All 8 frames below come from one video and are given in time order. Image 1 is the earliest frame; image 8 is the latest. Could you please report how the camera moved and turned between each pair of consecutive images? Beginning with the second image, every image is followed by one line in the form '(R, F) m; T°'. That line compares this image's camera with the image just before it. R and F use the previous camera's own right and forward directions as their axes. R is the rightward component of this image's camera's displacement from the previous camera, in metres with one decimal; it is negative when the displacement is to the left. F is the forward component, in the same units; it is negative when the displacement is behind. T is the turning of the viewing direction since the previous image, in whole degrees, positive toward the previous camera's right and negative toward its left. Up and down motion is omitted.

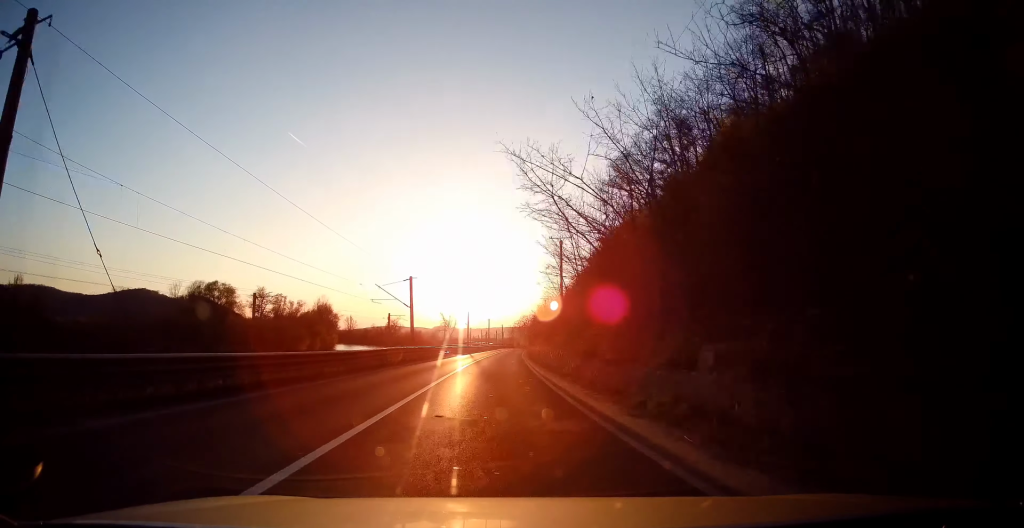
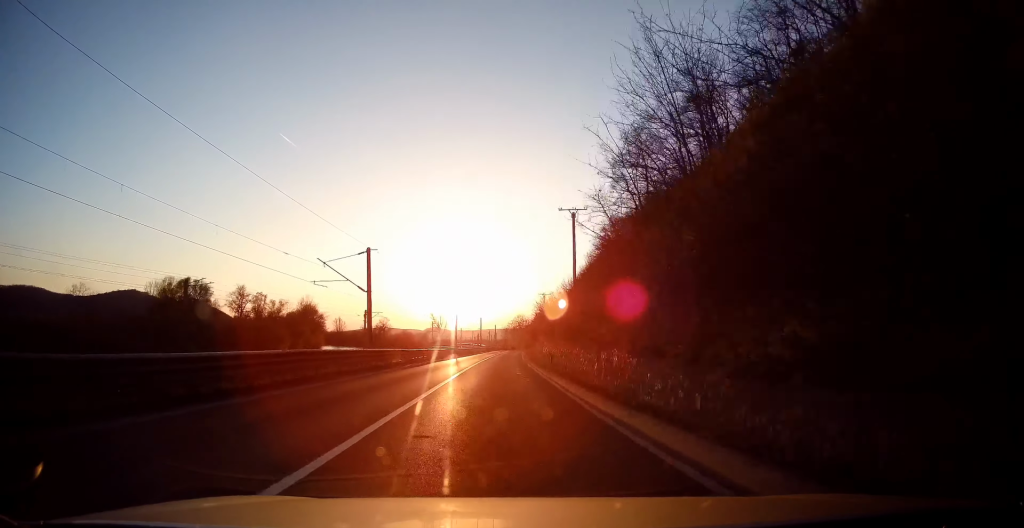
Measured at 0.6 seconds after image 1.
(0.0, +15.5) m; +1°
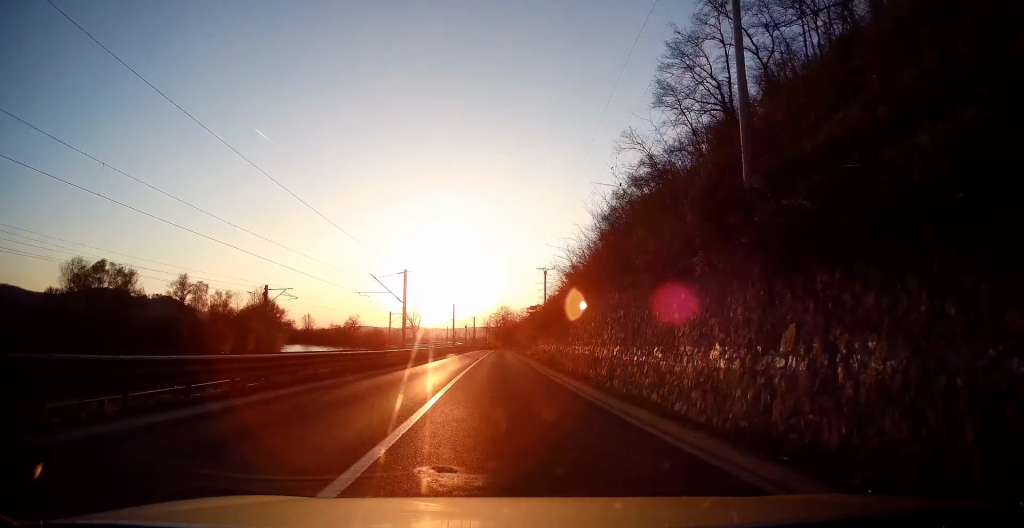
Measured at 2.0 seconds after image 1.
(+0.7, +38.3) m; +2°
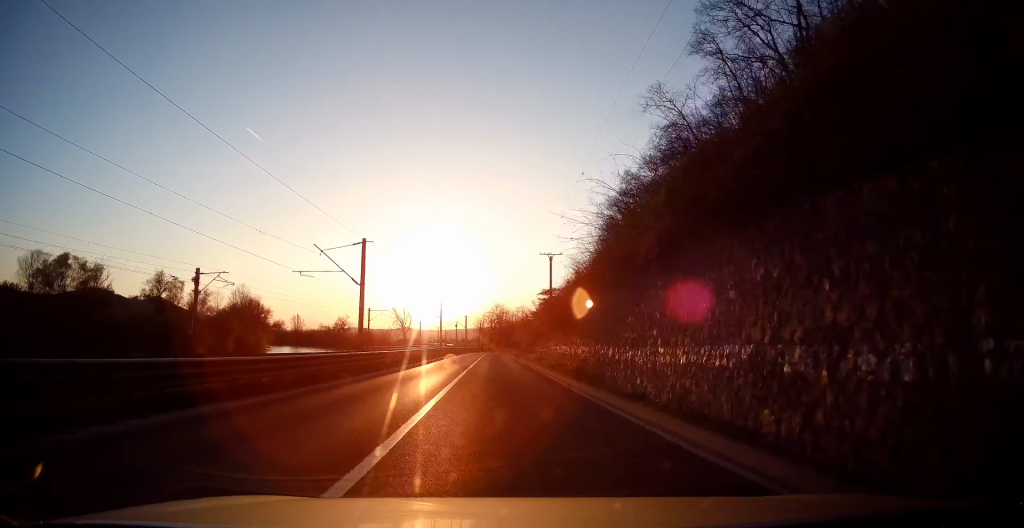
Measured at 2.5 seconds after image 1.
(0.0, +14.6) m; +1°
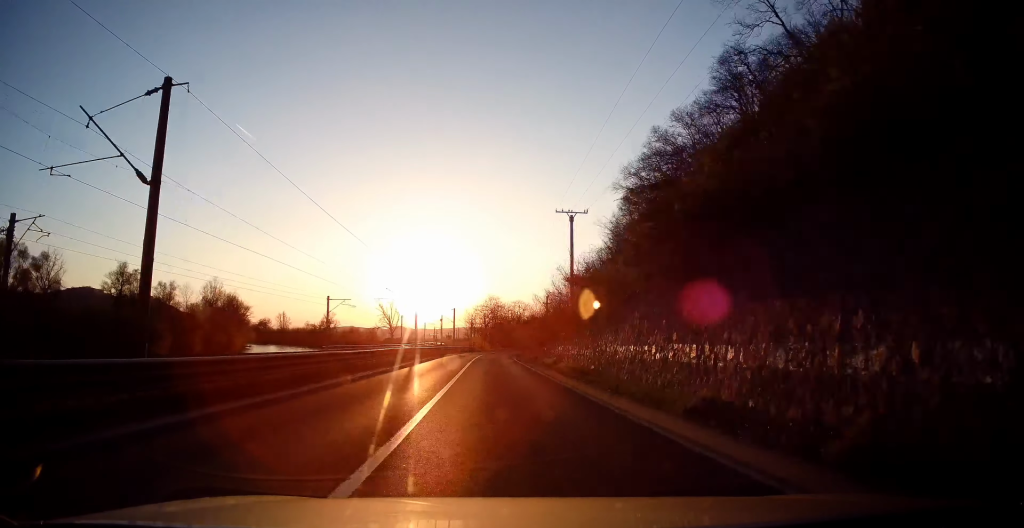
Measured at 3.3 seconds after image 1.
(+0.1, +21.9) m; +1°
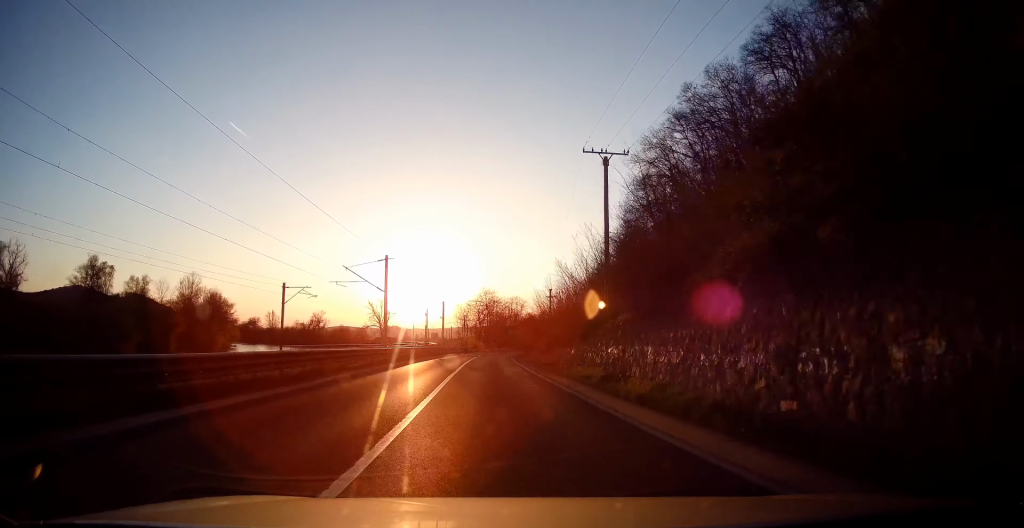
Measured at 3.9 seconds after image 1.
(+0.2, +15.5) m; +1°
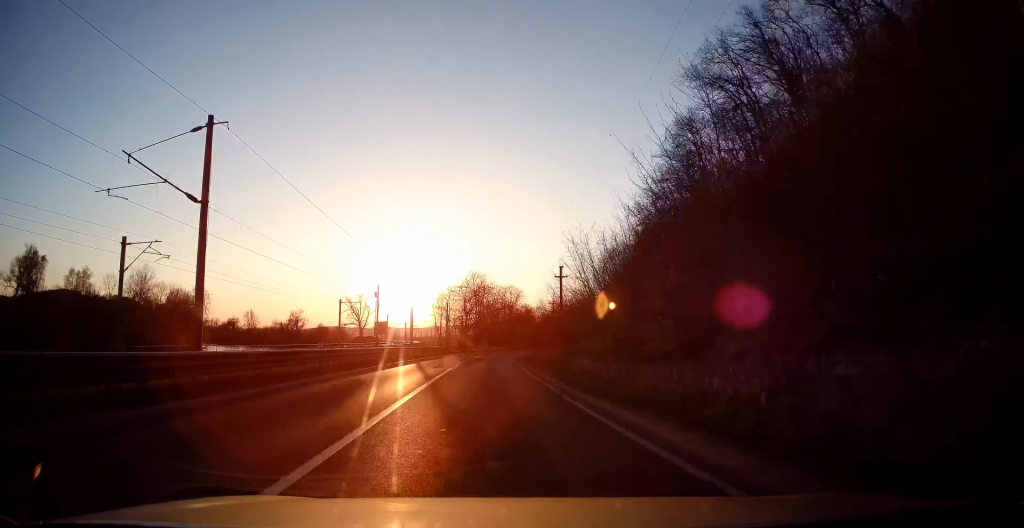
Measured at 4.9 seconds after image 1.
(+0.6, +28.2) m; +1°
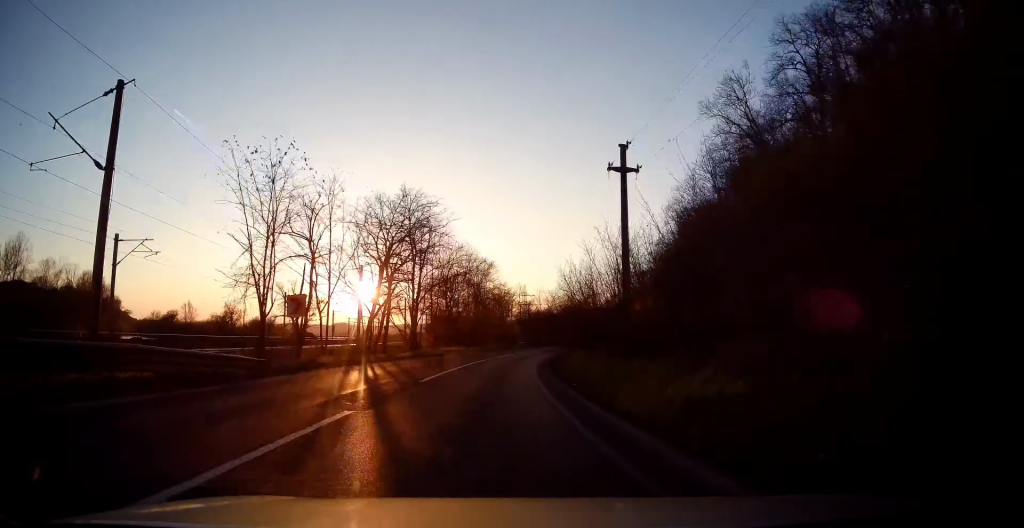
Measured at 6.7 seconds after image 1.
(+0.2, +49.7) m; +3°
